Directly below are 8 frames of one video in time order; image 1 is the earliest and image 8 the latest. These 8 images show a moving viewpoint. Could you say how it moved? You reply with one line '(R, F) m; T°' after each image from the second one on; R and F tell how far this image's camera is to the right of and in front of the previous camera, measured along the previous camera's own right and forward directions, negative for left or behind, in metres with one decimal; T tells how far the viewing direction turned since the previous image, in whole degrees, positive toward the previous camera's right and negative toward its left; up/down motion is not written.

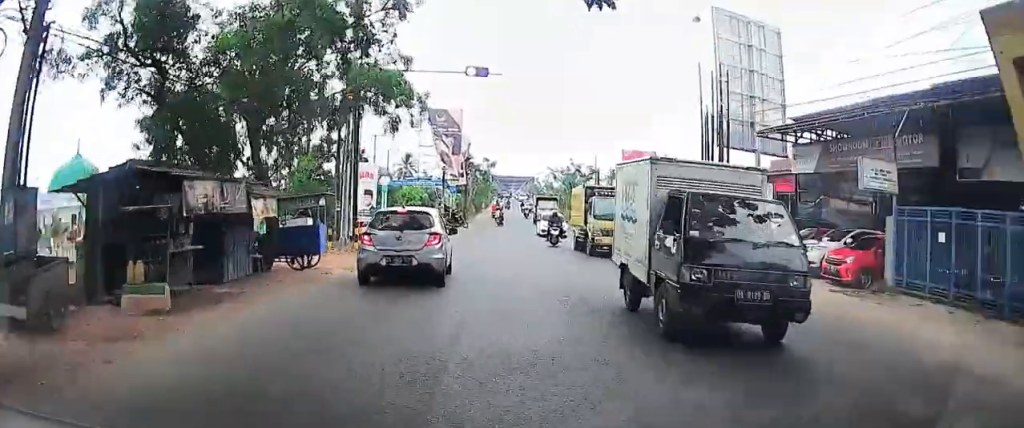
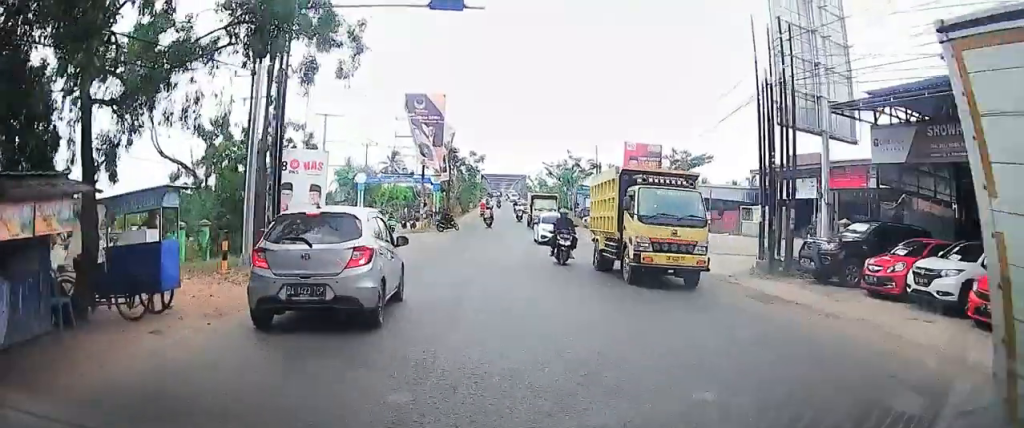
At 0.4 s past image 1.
(-0.2, +7.2) m; 0°
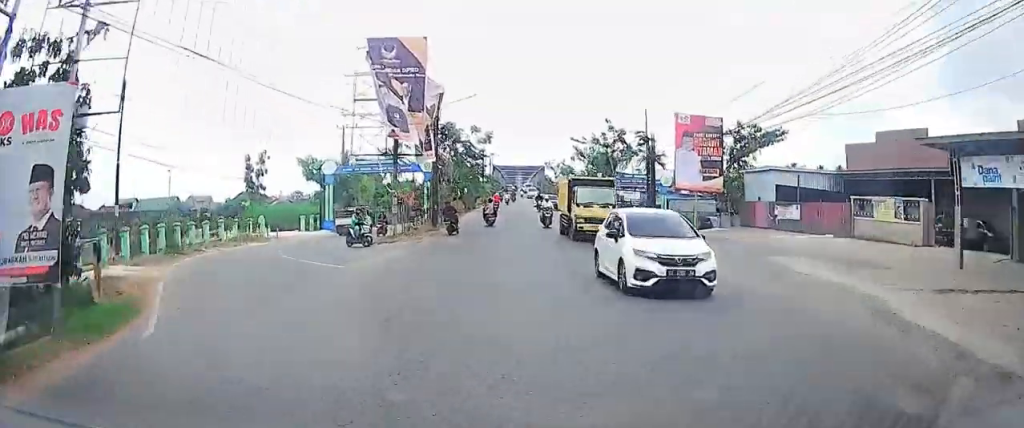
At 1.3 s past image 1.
(-0.3, +15.7) m; 0°
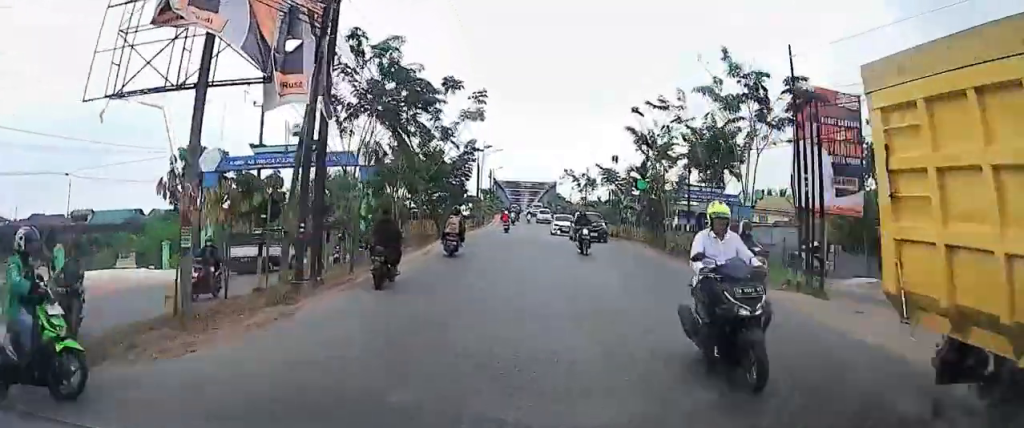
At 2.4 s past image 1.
(+0.3, +19.1) m; +1°
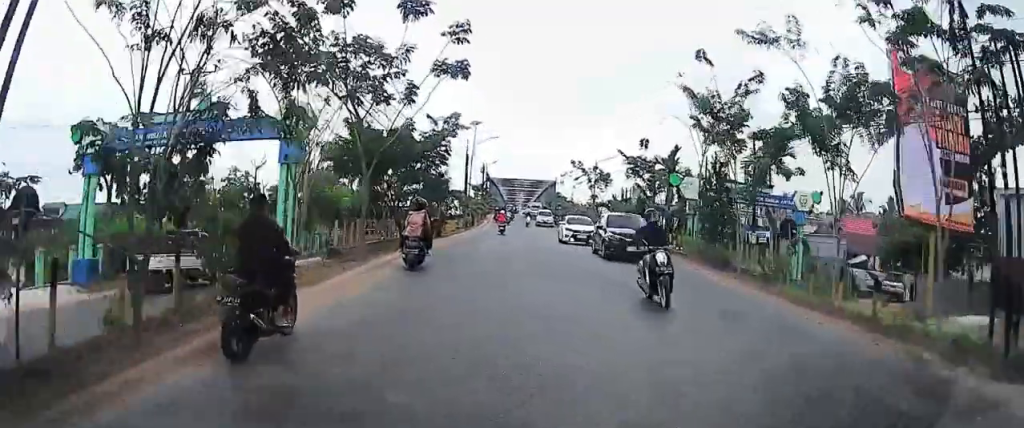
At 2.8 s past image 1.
(0.0, +8.2) m; 0°
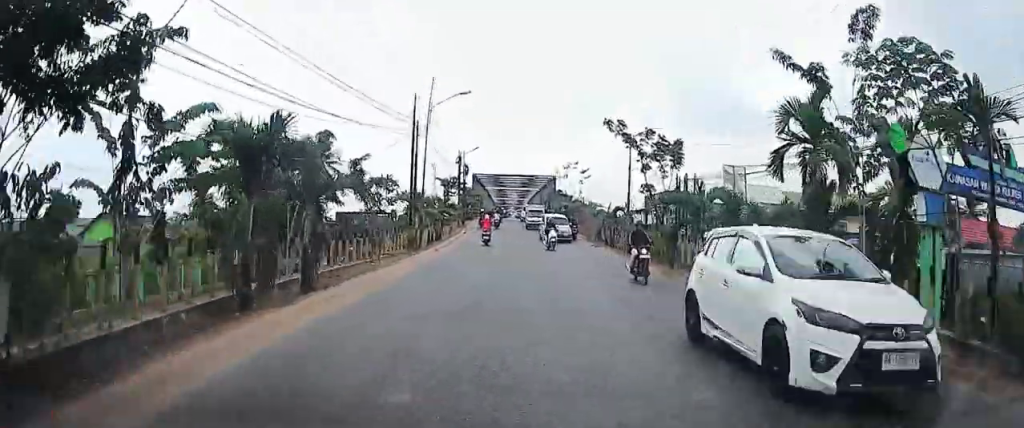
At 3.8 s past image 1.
(-0.2, +18.1) m; -1°
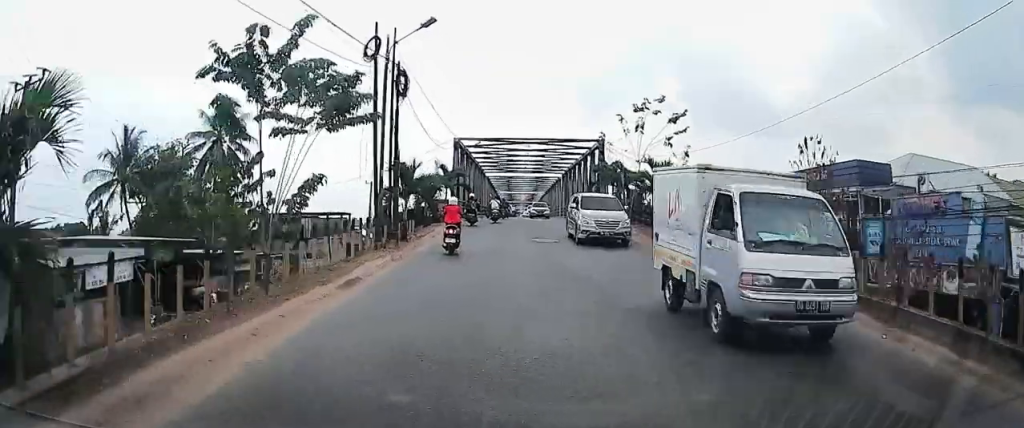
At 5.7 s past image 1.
(-0.9, +36.6) m; -2°
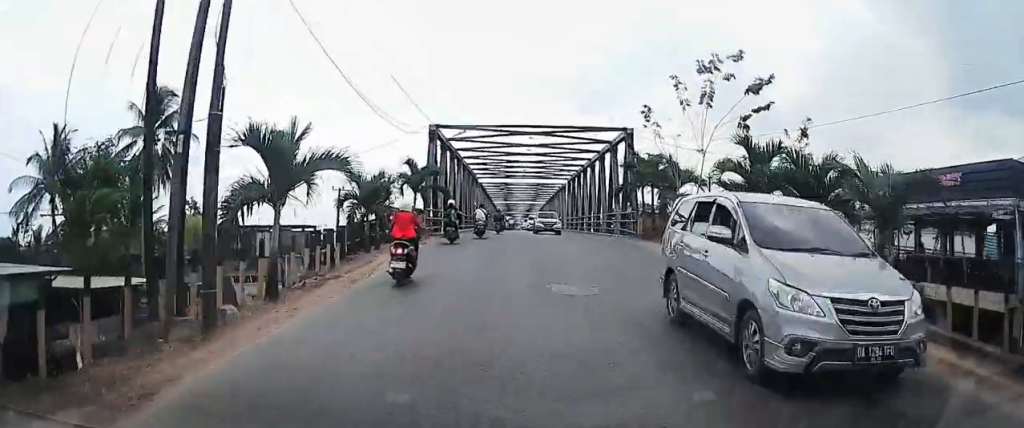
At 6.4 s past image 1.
(0.0, +12.9) m; +1°
